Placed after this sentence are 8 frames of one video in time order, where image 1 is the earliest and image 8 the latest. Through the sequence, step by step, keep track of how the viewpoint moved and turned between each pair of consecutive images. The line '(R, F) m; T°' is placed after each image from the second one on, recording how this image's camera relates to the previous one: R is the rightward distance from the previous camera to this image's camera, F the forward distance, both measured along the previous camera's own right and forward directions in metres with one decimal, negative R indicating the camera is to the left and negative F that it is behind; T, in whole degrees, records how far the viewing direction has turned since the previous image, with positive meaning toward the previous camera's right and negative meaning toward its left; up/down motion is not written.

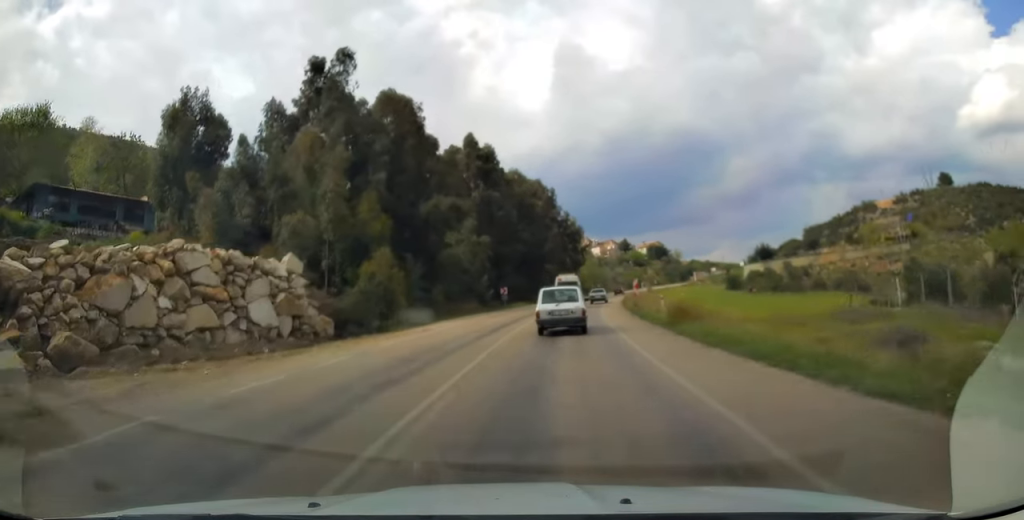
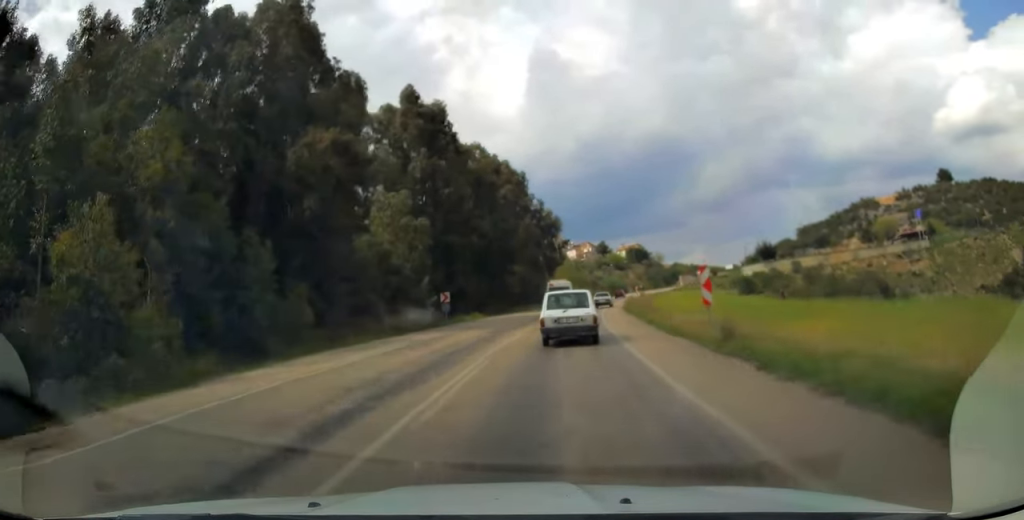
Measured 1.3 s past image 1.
(+0.3, +21.2) m; +2°
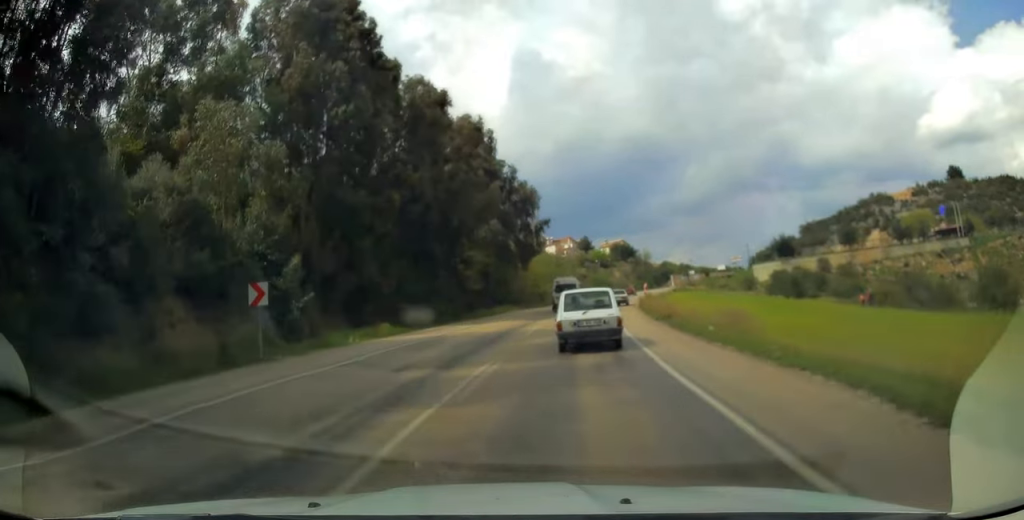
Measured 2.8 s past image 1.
(+0.5, +23.4) m; +2°
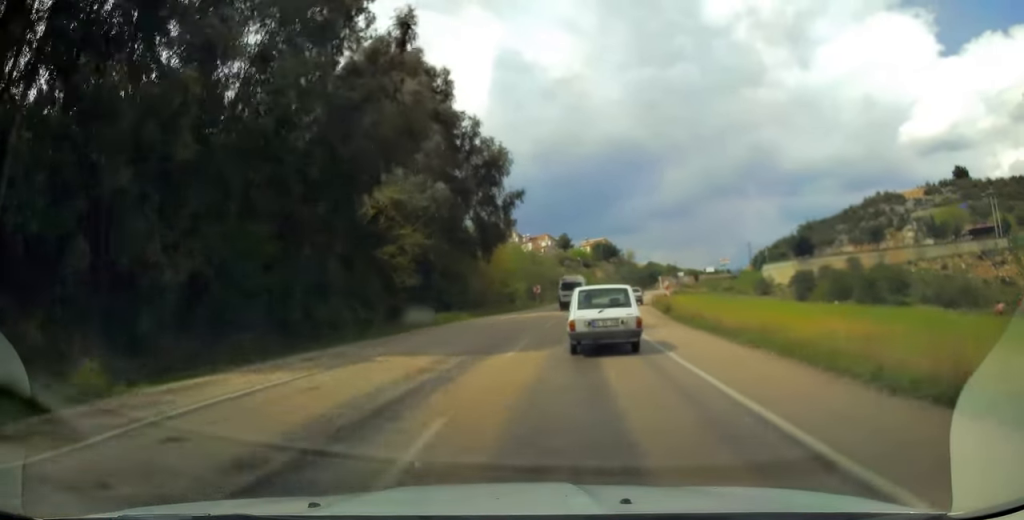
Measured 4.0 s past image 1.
(+0.4, +18.8) m; +3°
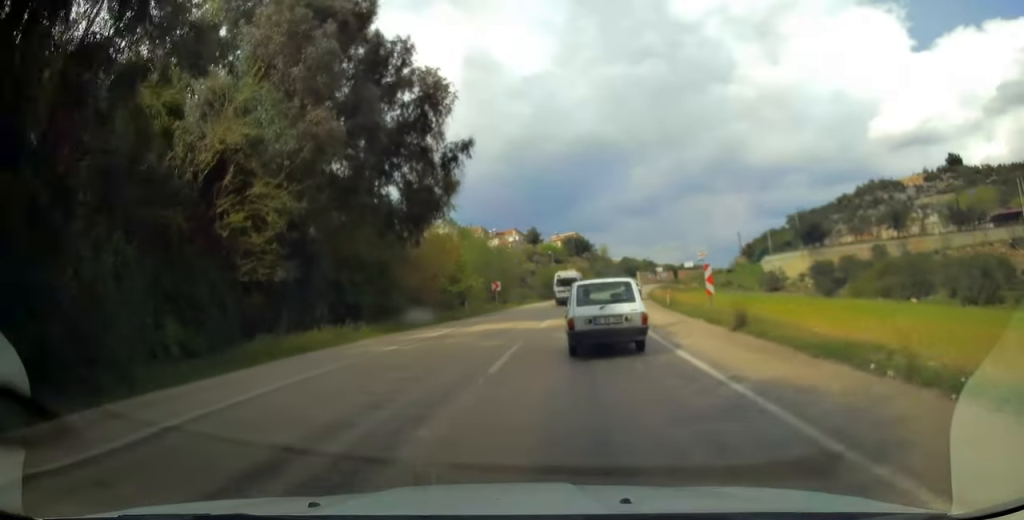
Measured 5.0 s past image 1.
(+0.3, +15.3) m; +2°
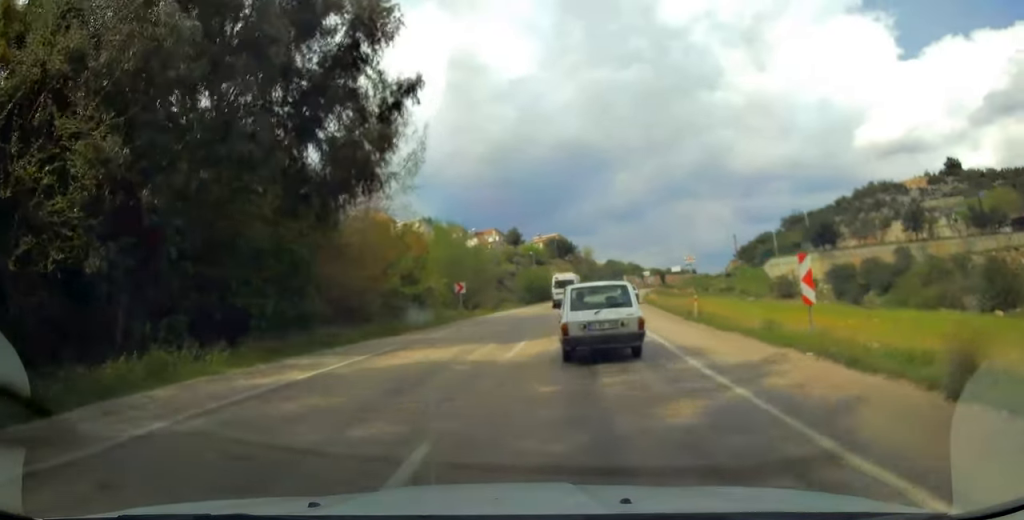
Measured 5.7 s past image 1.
(0.0, +10.1) m; +2°
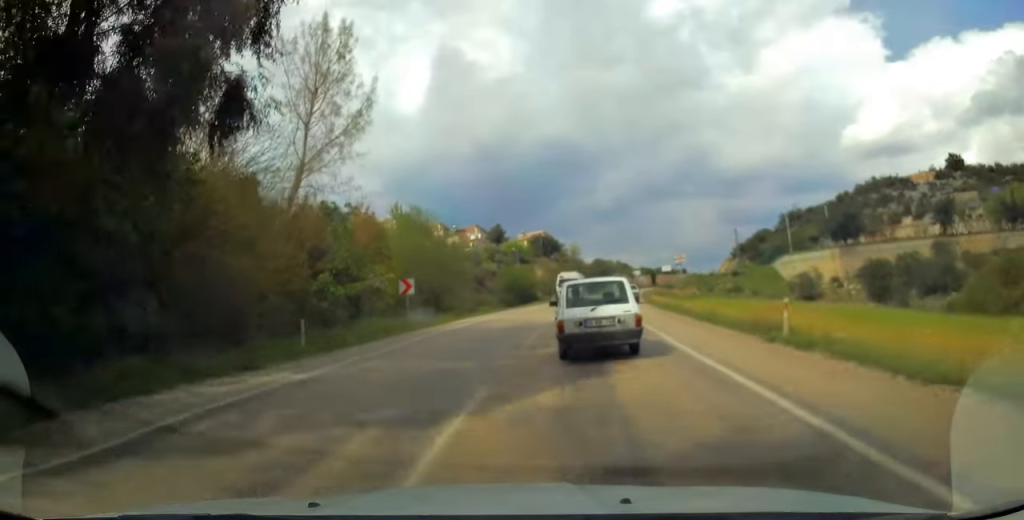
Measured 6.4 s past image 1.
(+0.3, +10.0) m; +1°
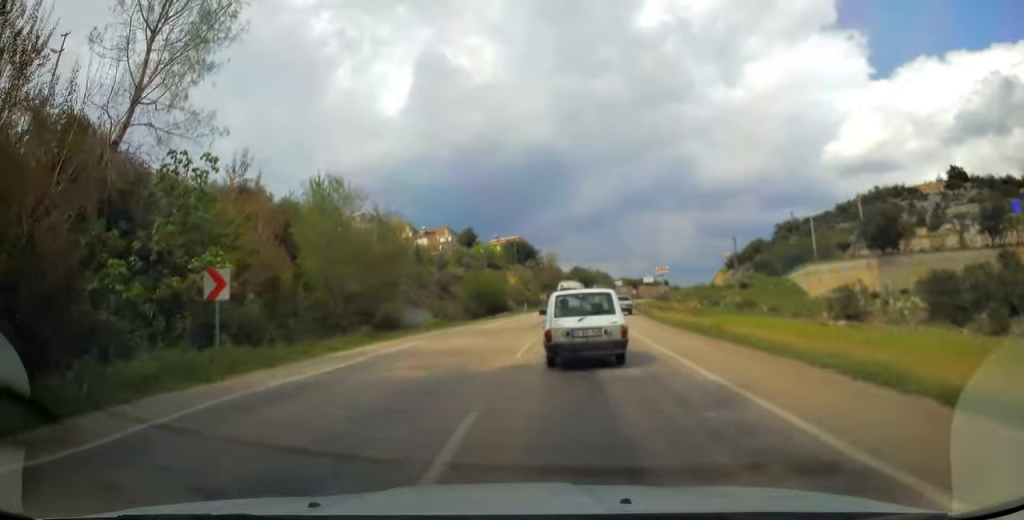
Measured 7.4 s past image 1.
(+0.2, +13.4) m; +2°
